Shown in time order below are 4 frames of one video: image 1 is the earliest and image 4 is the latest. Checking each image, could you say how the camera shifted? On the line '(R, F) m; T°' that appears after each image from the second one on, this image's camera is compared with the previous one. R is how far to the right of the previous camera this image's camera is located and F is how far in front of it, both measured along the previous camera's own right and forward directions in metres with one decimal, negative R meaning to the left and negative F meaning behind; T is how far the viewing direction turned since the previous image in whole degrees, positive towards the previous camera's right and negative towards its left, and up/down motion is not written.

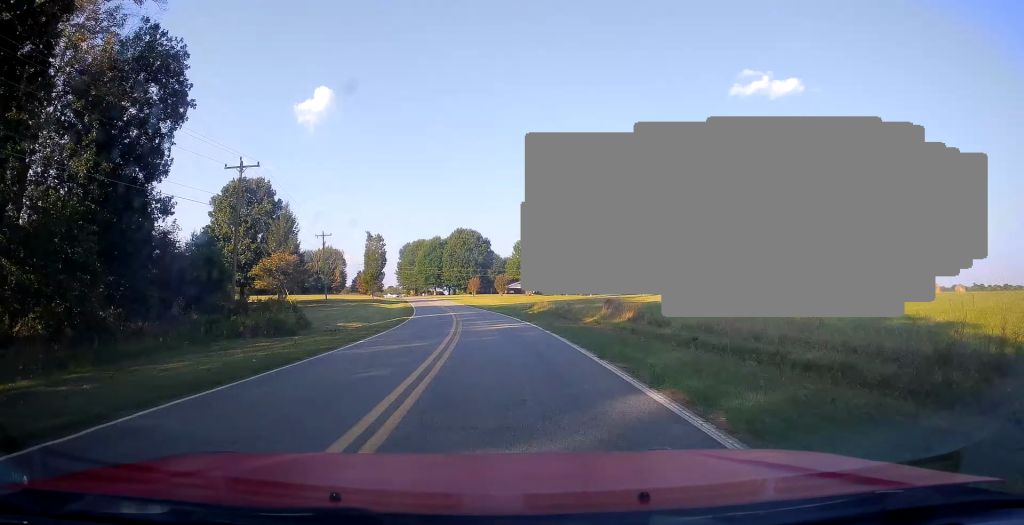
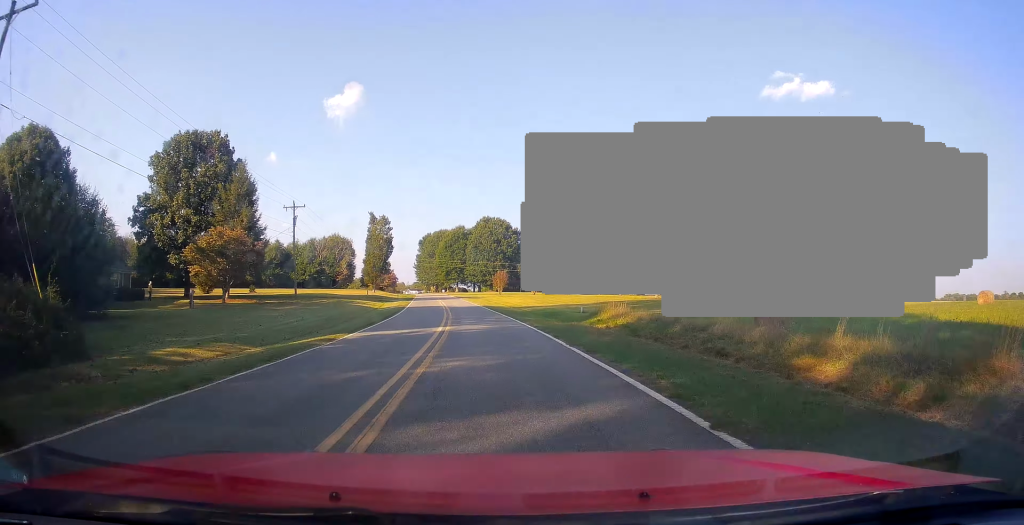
(+0.1, +23.3) m; -3°
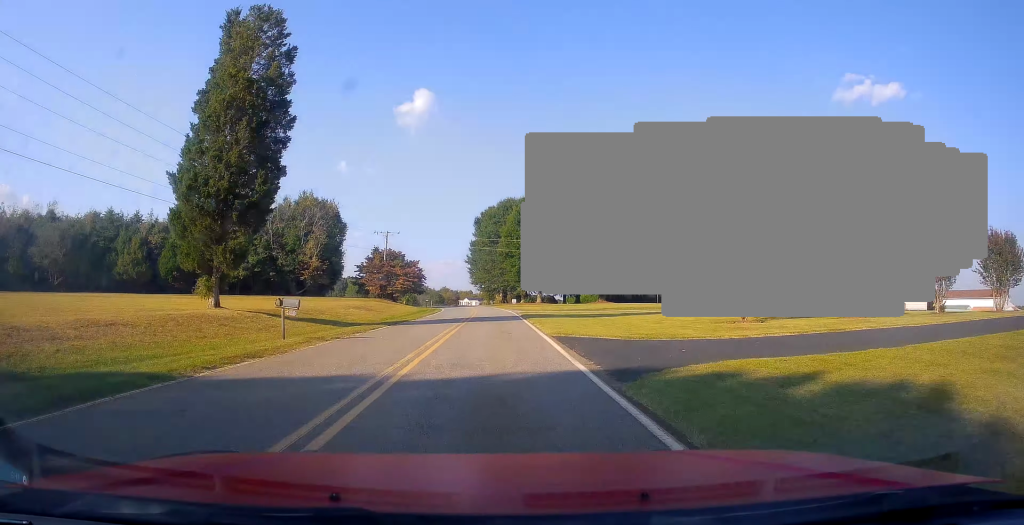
(-6.1, +77.8) m; -7°
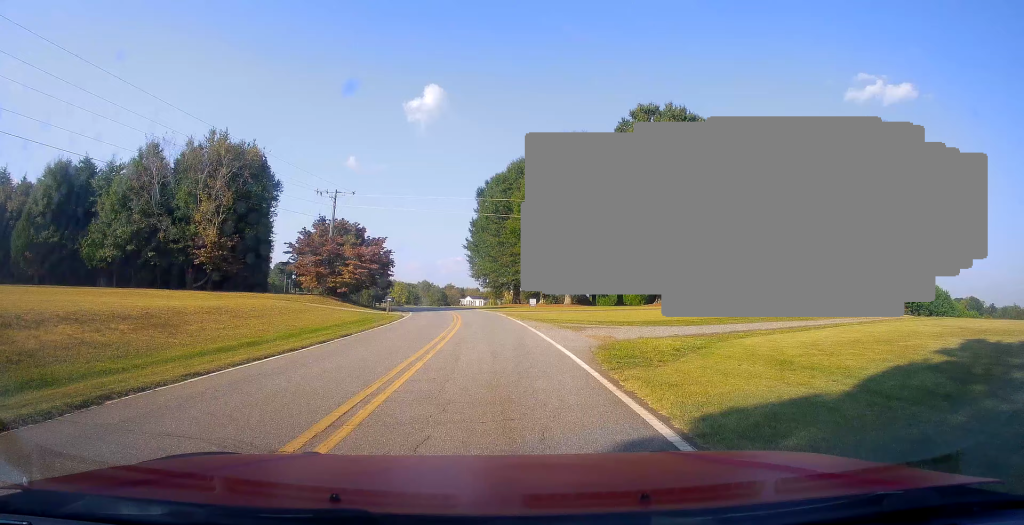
(-1.0, +31.2) m; -2°
